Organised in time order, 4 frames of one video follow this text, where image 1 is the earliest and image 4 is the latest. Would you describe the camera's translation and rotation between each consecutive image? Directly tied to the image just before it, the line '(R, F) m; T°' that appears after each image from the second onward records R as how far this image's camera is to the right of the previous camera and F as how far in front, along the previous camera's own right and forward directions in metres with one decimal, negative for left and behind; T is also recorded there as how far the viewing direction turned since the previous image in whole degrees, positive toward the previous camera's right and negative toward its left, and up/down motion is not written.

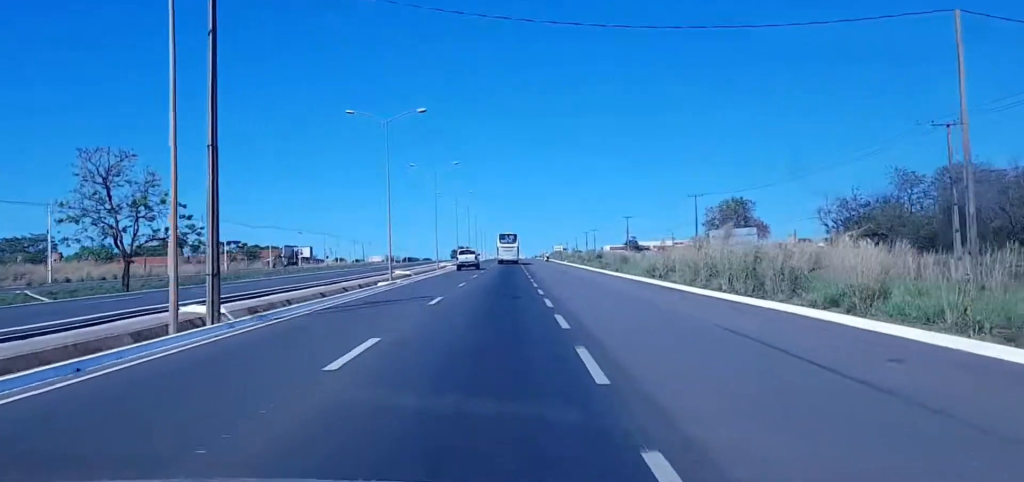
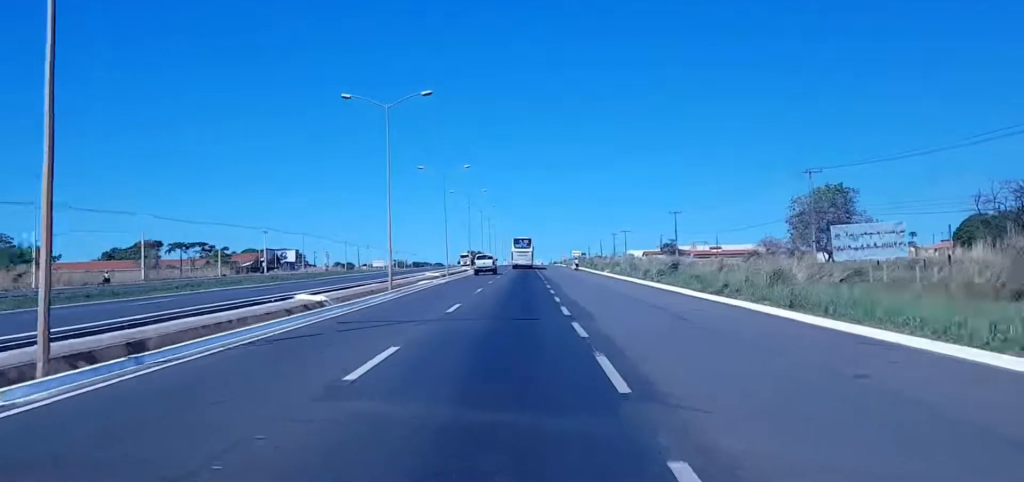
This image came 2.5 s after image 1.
(+1.4, +47.3) m; +2°
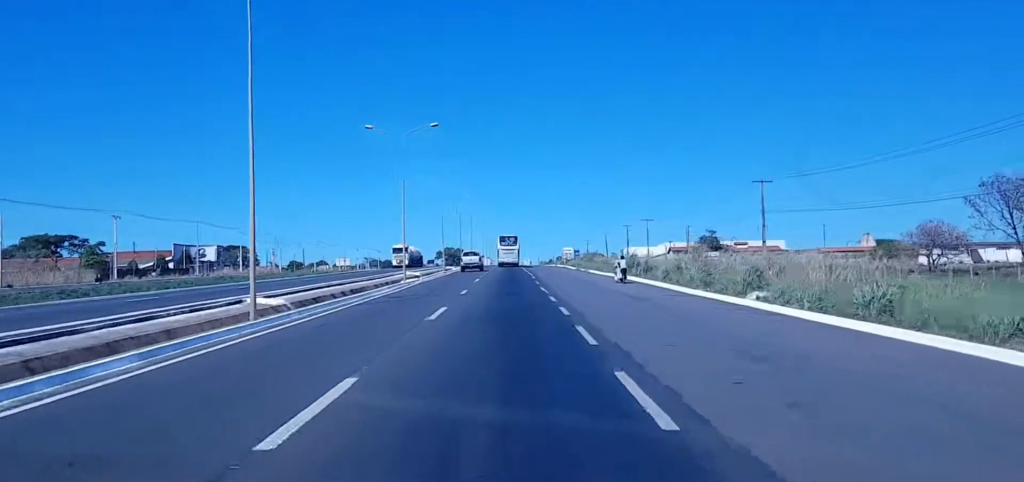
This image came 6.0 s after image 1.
(+0.4, +67.5) m; -1°
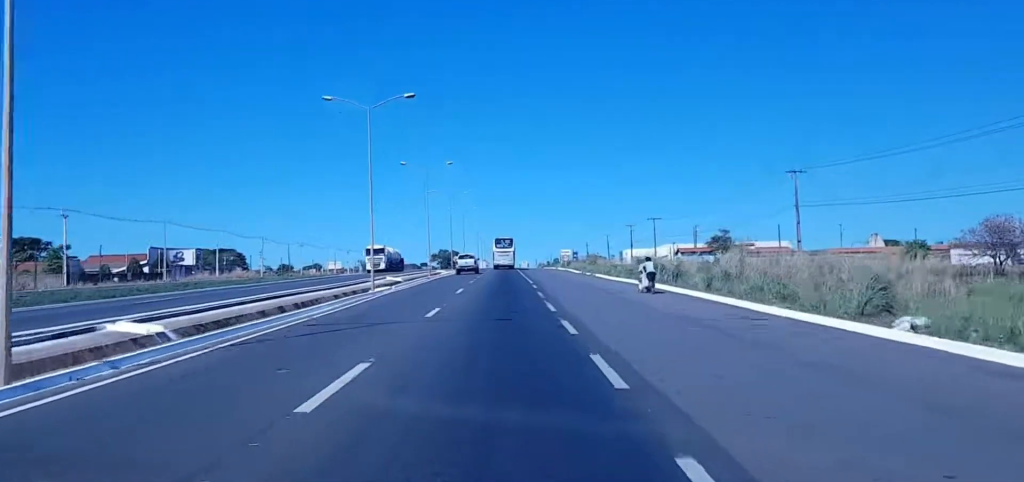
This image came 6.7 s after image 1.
(+0.2, +13.7) m; 0°
